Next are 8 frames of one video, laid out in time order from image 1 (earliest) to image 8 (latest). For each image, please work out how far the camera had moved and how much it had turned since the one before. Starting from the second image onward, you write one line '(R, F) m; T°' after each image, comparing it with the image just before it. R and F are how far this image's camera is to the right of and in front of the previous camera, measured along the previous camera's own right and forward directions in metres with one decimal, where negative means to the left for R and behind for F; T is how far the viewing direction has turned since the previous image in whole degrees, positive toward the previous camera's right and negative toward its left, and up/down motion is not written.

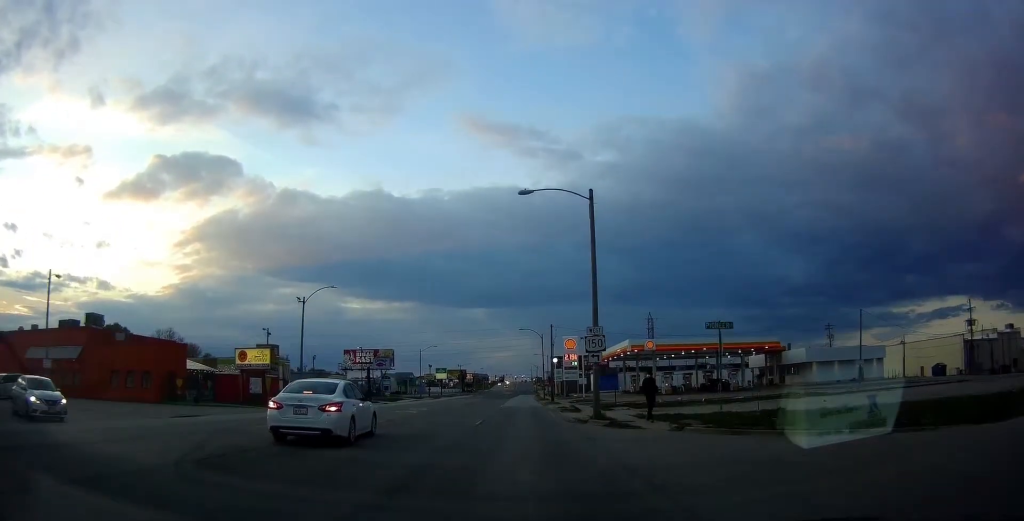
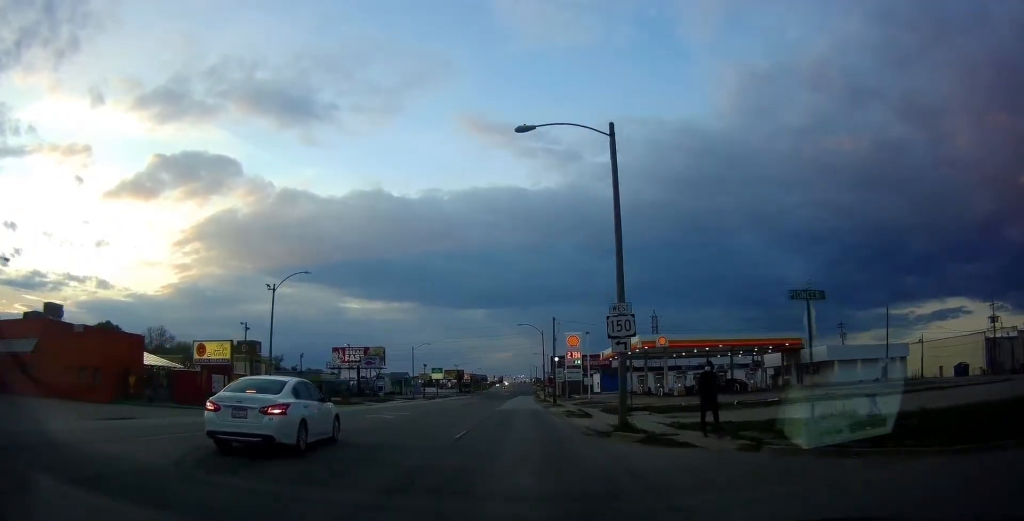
(0.0, +6.6) m; 0°
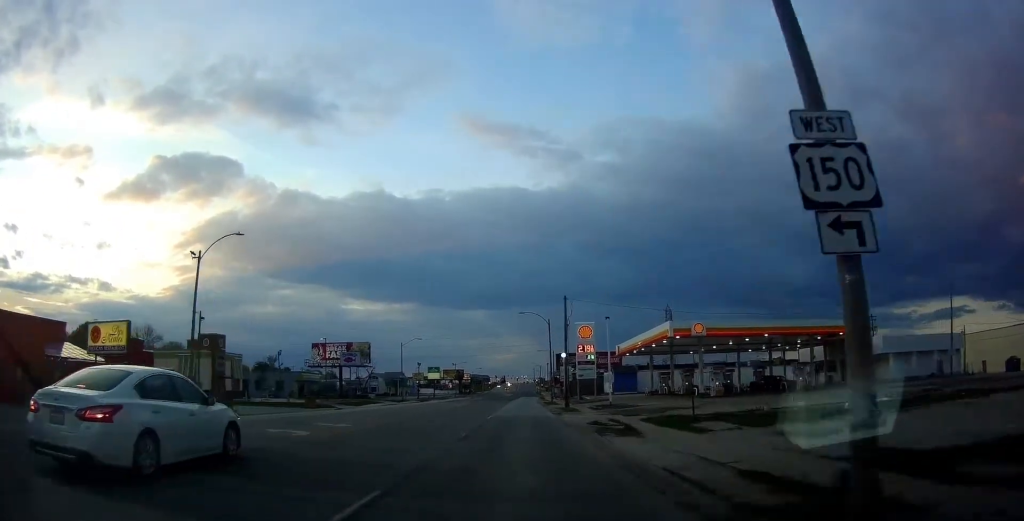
(0.0, +11.6) m; 0°
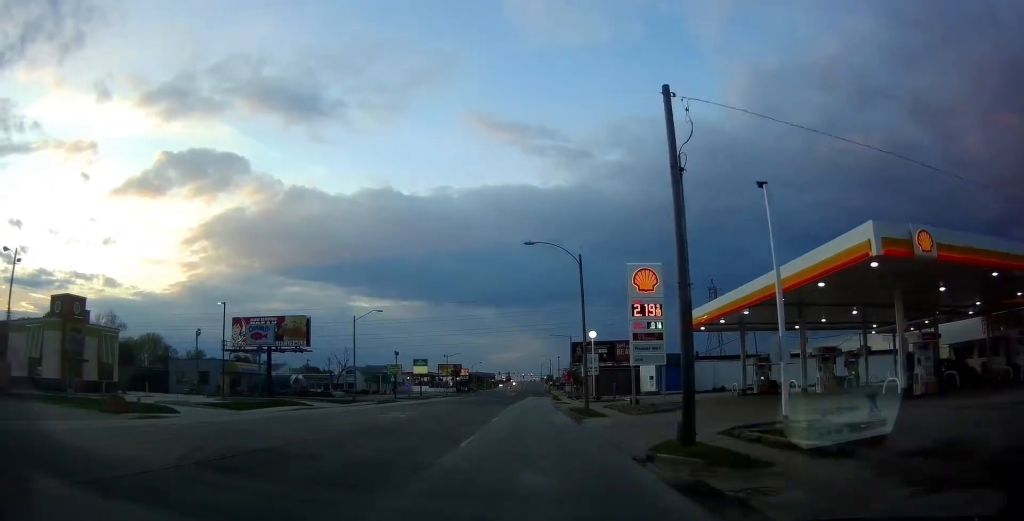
(0.0, +28.2) m; -1°
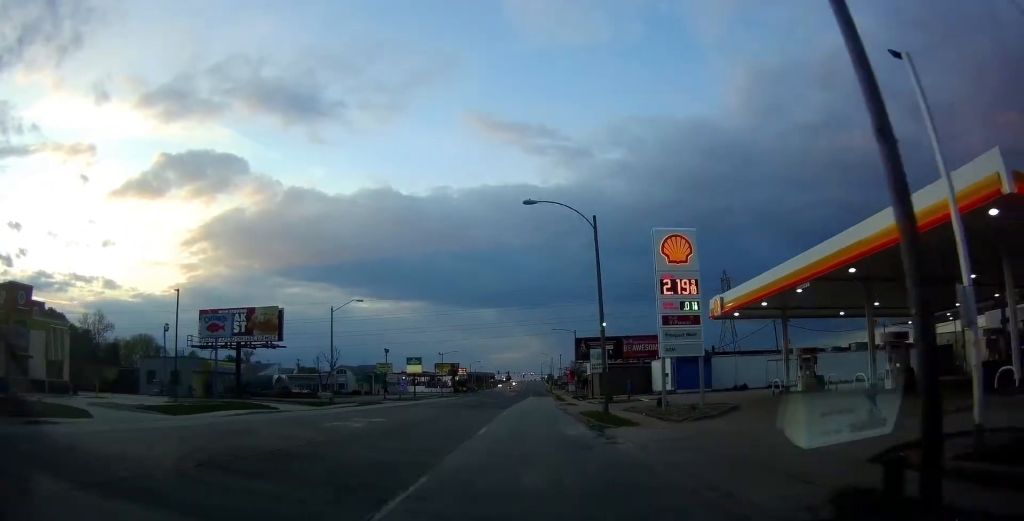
(+0.1, +7.5) m; -1°
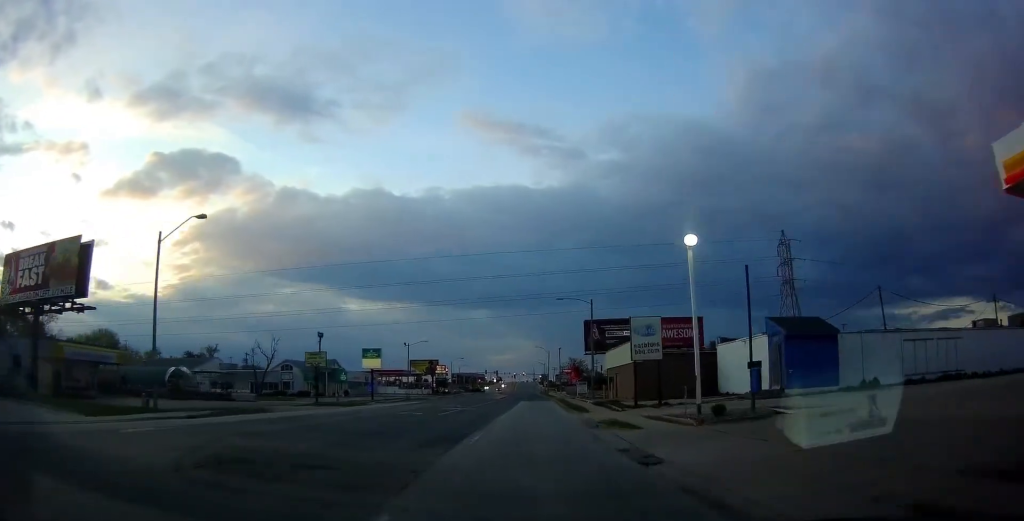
(-0.2, +27.3) m; +2°
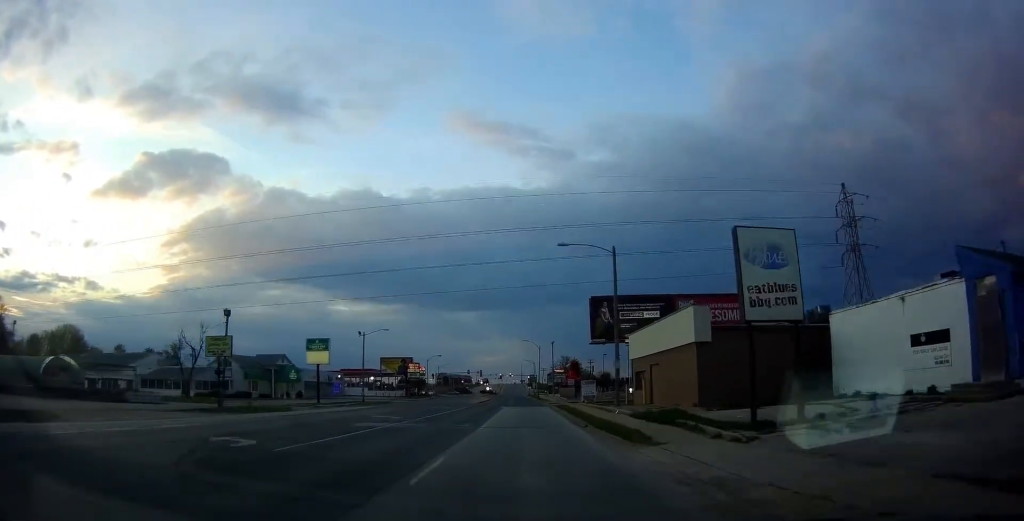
(+0.6, +19.8) m; +1°
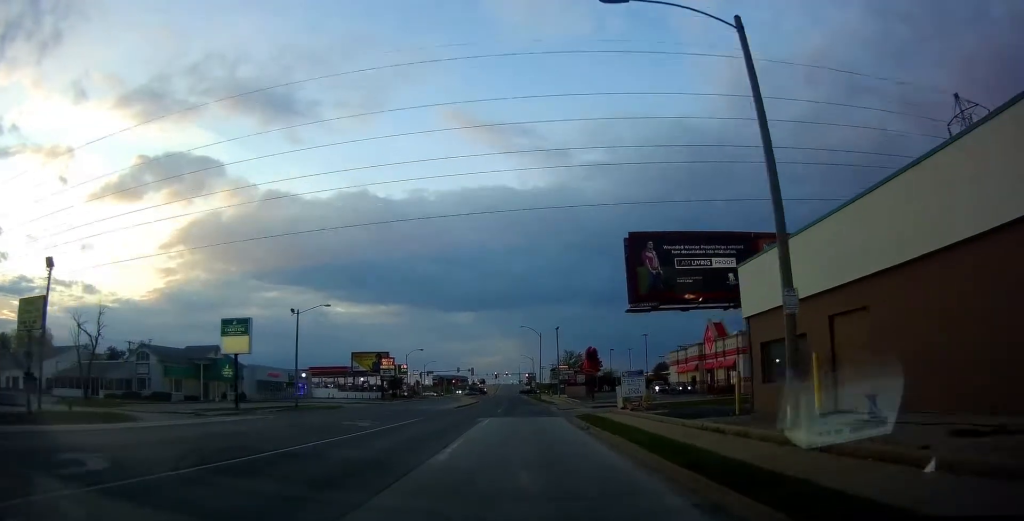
(-0.4, +21.3) m; -1°
